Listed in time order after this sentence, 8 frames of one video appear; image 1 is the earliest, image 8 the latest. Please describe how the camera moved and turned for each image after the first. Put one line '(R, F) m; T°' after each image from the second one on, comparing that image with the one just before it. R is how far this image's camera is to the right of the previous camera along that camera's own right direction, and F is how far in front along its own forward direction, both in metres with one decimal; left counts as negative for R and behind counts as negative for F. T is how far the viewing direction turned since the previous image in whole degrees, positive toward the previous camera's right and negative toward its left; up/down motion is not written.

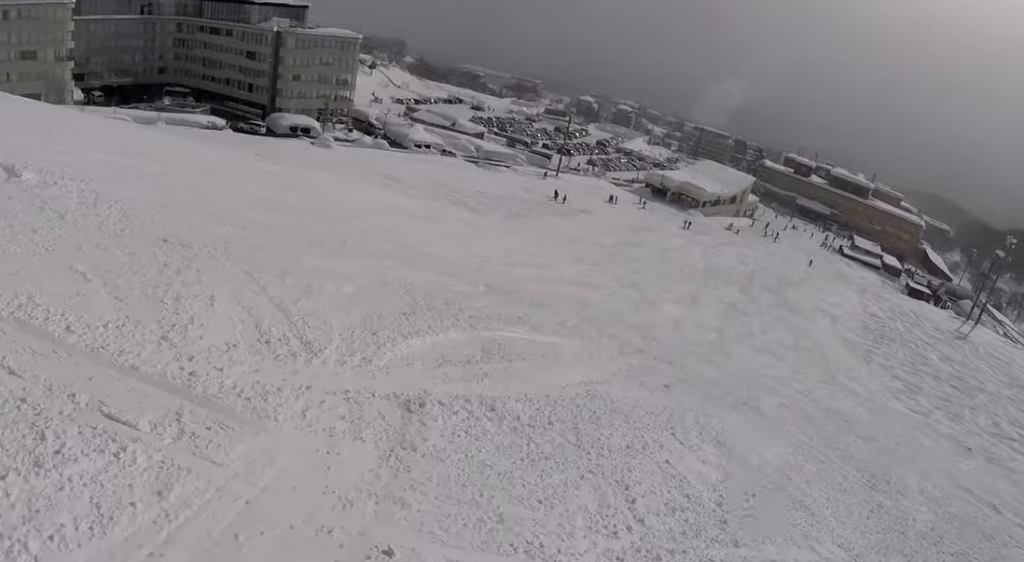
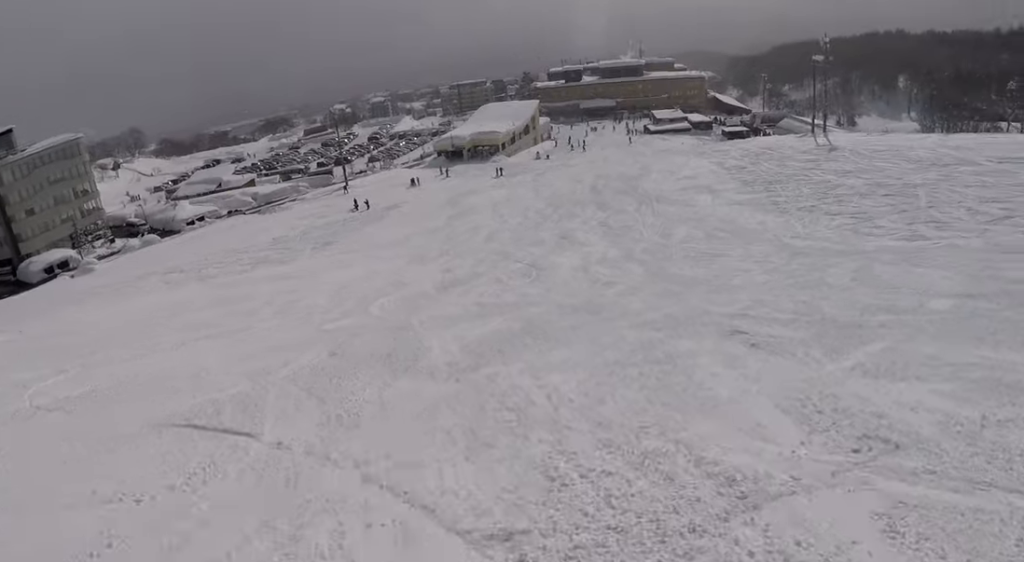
(+0.4, +14.0) m; +19°
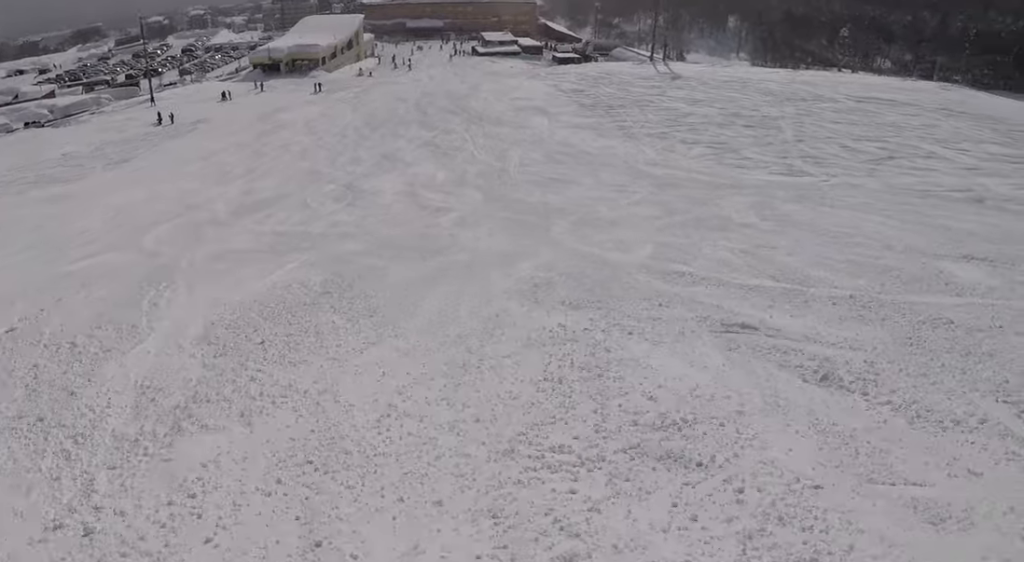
(+1.3, +6.1) m; +12°
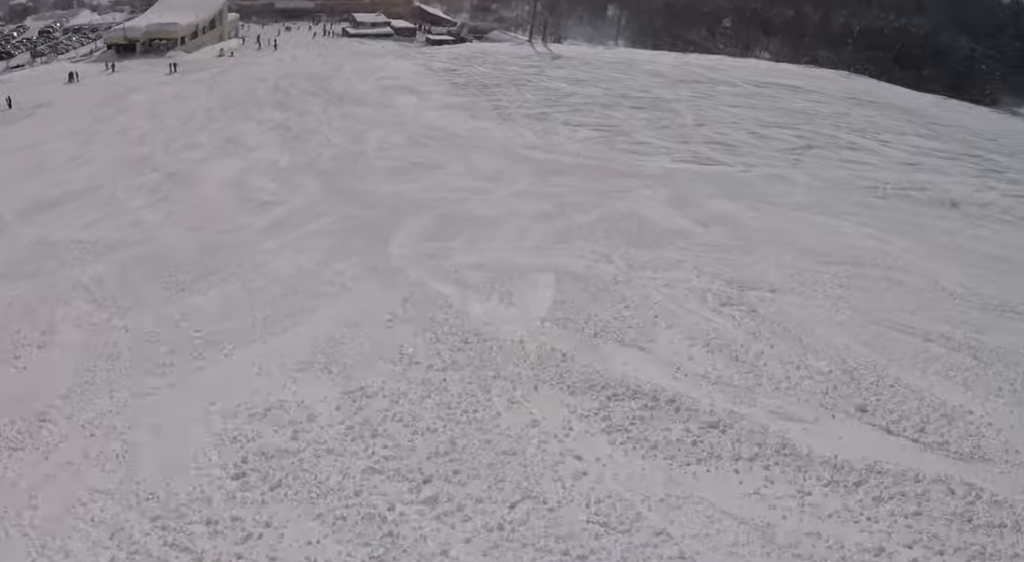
(+0.4, +6.1) m; -3°
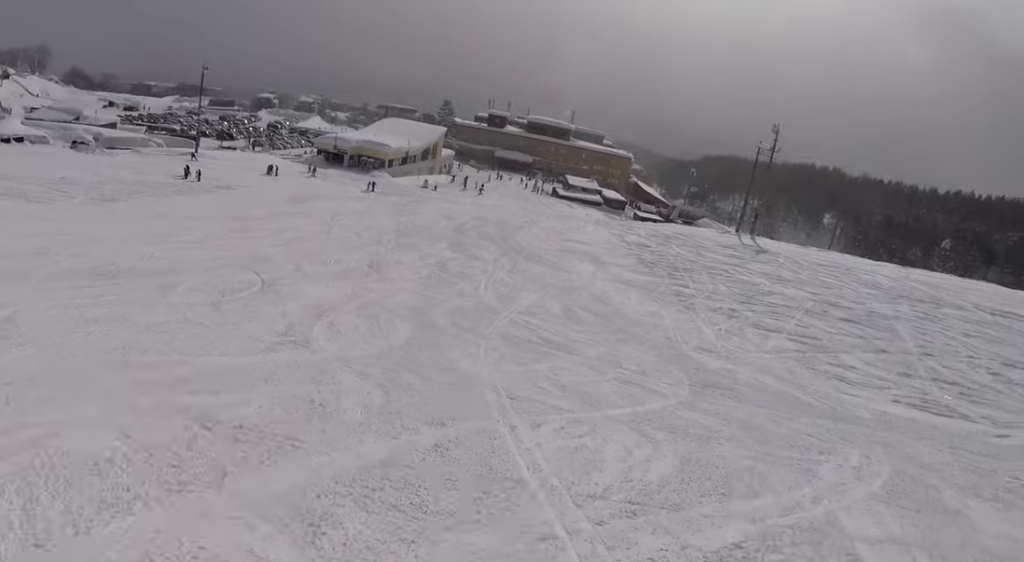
(-0.4, +8.1) m; -10°
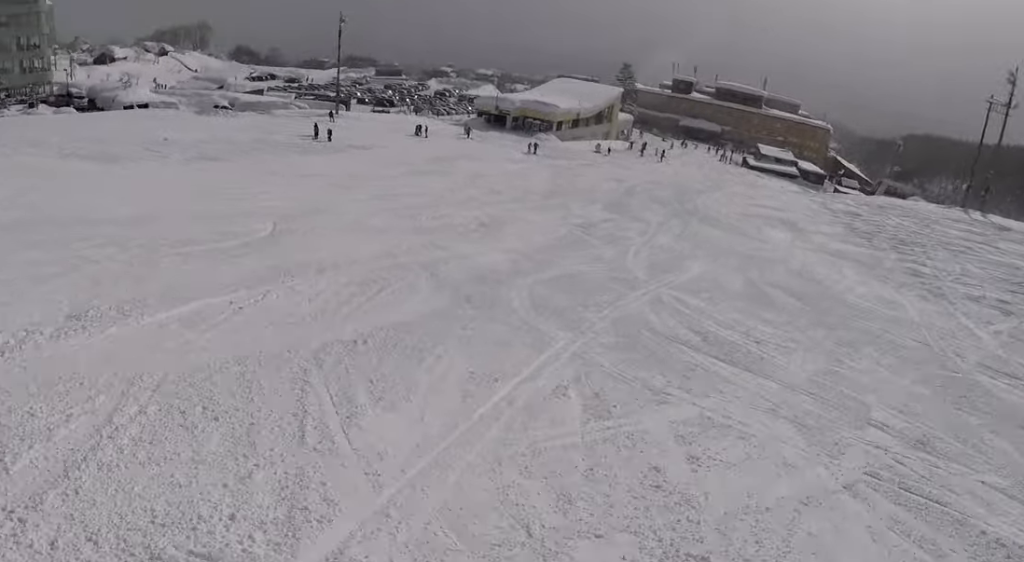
(-1.8, +11.6) m; -10°
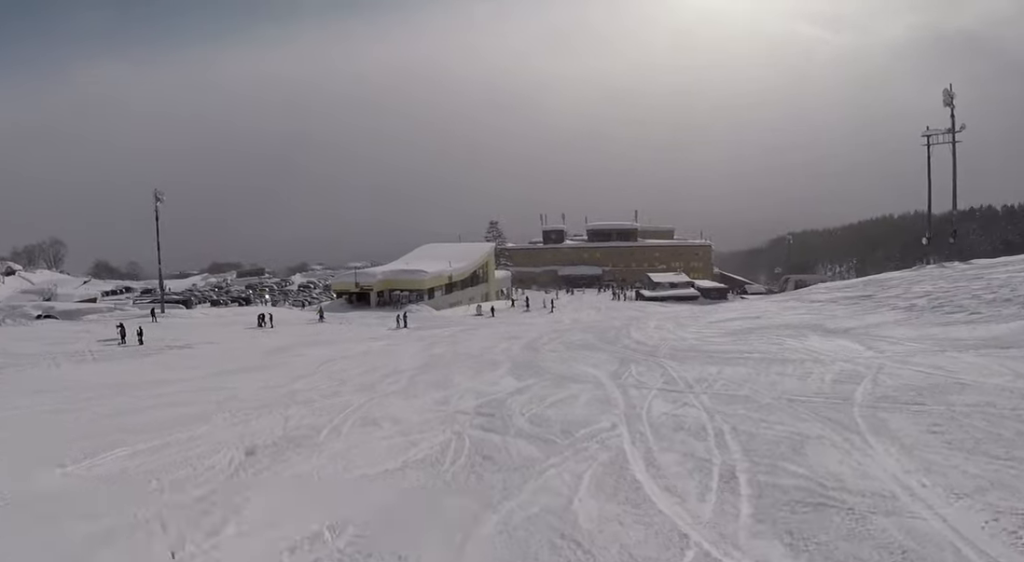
(-0.7, +17.9) m; +4°
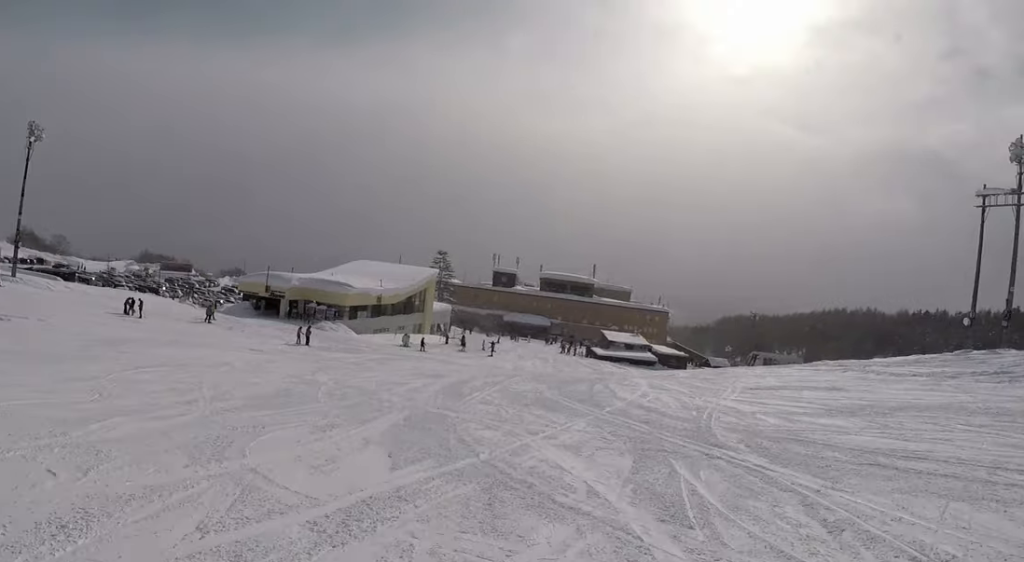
(+1.6, +14.6) m; +3°
